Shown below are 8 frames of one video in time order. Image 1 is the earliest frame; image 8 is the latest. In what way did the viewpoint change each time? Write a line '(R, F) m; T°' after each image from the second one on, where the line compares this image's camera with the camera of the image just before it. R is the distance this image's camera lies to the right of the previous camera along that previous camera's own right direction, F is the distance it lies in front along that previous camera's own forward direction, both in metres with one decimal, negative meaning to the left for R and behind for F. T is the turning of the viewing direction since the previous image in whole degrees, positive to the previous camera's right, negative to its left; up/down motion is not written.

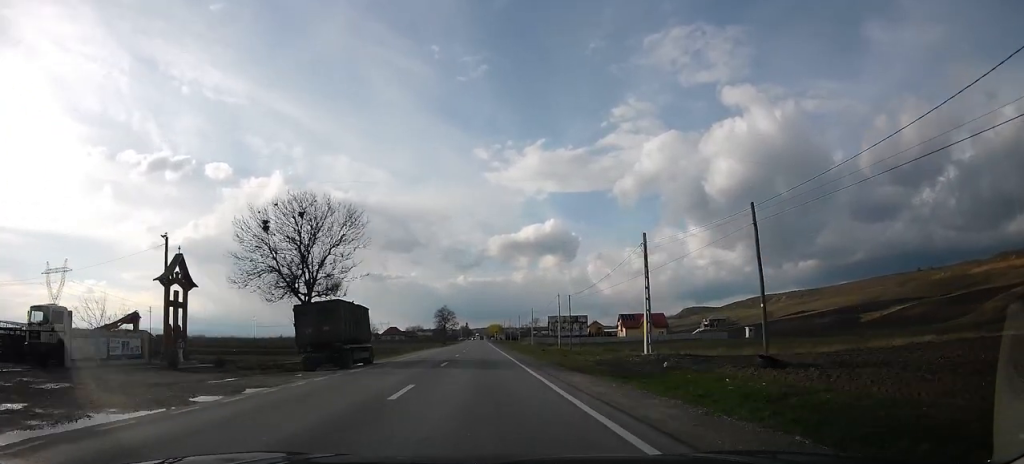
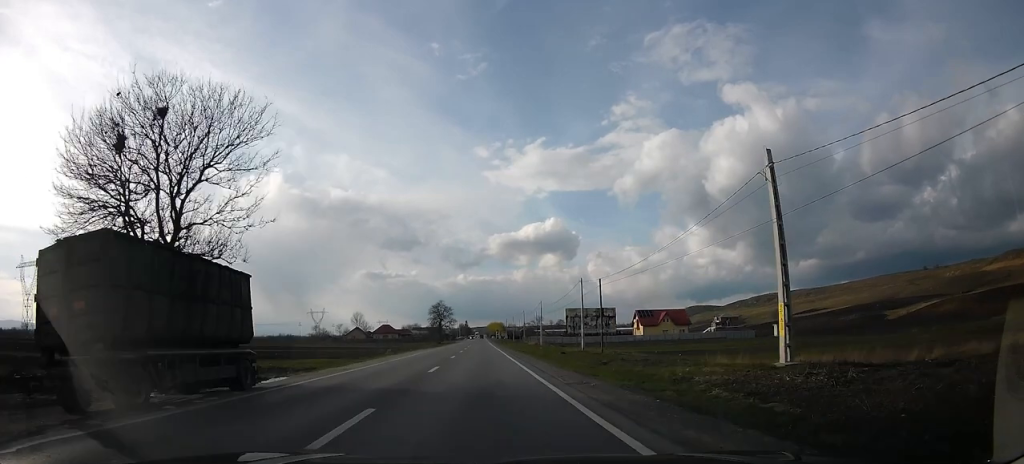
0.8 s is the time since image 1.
(0.0, +16.7) m; 0°
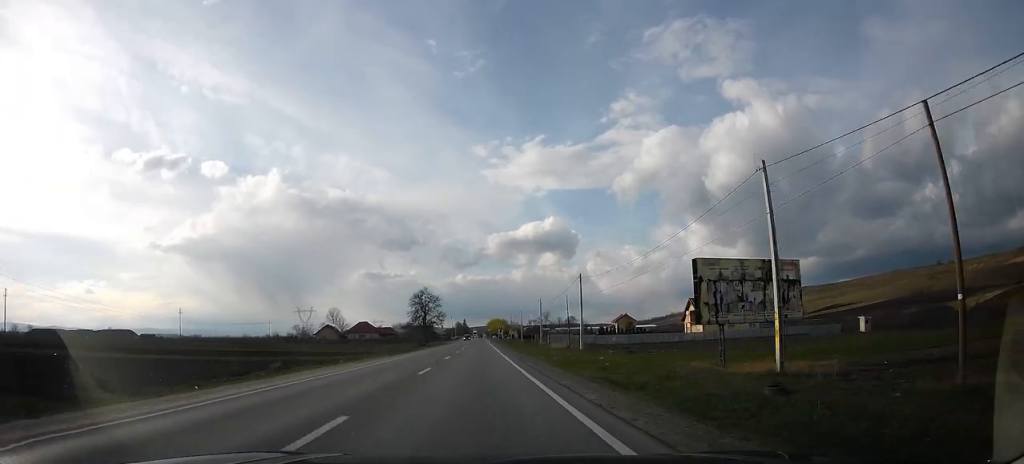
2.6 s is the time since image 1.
(0.0, +37.1) m; 0°
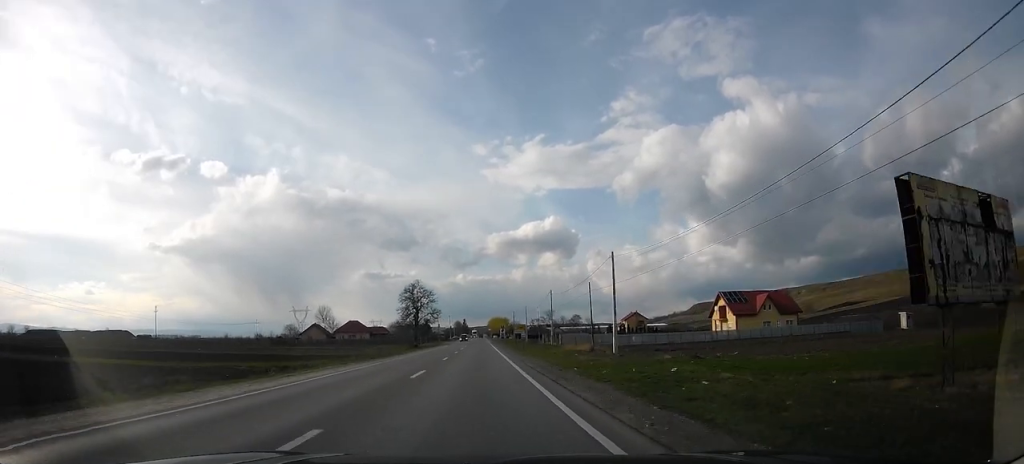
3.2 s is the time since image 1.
(0.0, +12.9) m; 0°
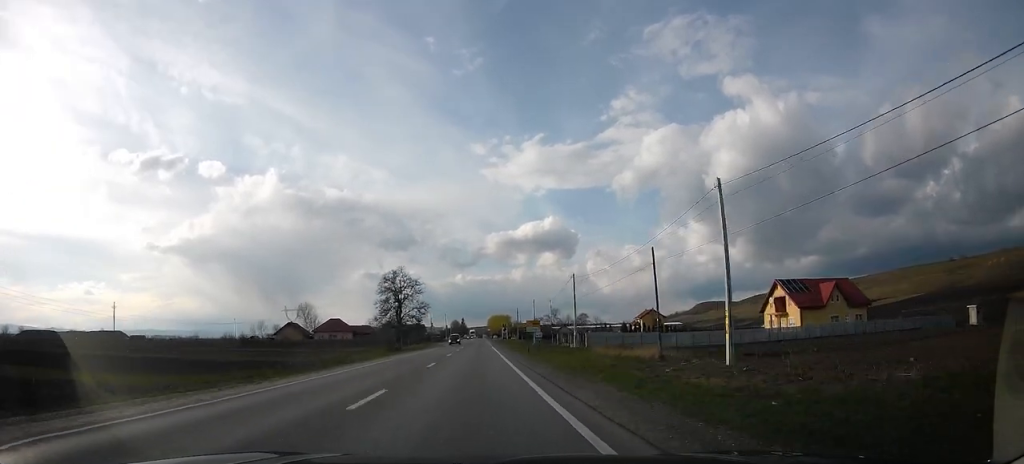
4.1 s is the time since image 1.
(0.0, +18.6) m; 0°
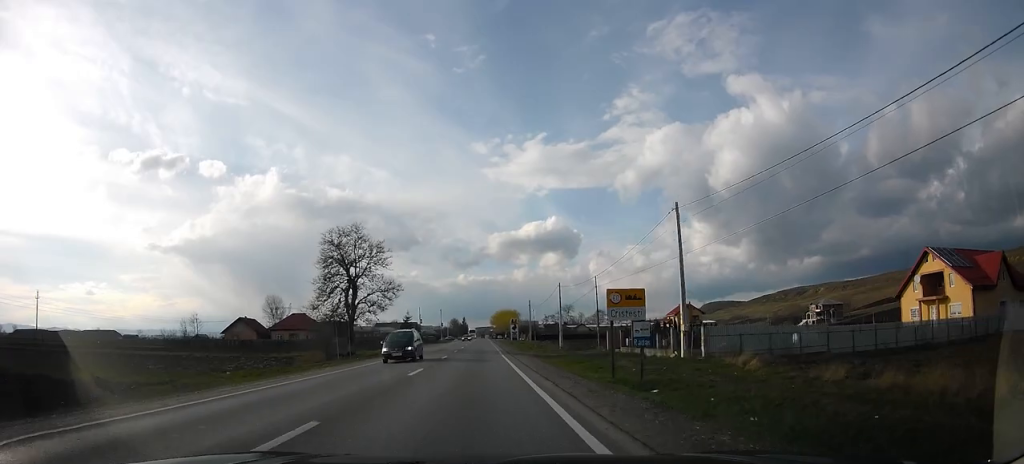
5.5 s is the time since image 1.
(0.0, +28.6) m; +1°
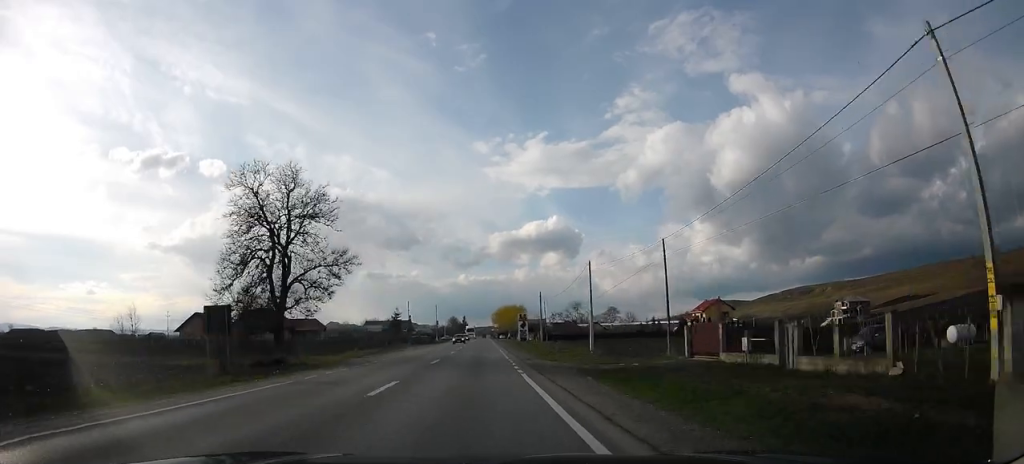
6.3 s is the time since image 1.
(+0.2, +17.6) m; -1°
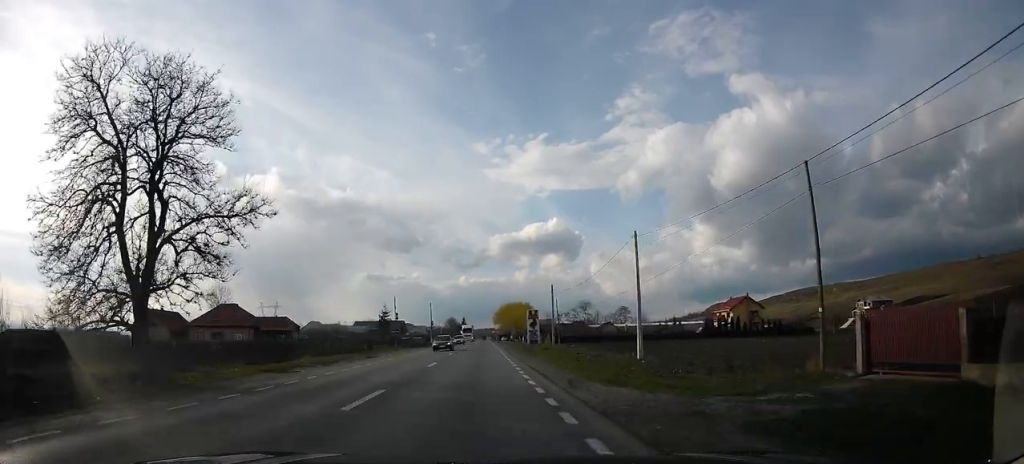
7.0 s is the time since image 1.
(-0.4, +14.1) m; -1°
